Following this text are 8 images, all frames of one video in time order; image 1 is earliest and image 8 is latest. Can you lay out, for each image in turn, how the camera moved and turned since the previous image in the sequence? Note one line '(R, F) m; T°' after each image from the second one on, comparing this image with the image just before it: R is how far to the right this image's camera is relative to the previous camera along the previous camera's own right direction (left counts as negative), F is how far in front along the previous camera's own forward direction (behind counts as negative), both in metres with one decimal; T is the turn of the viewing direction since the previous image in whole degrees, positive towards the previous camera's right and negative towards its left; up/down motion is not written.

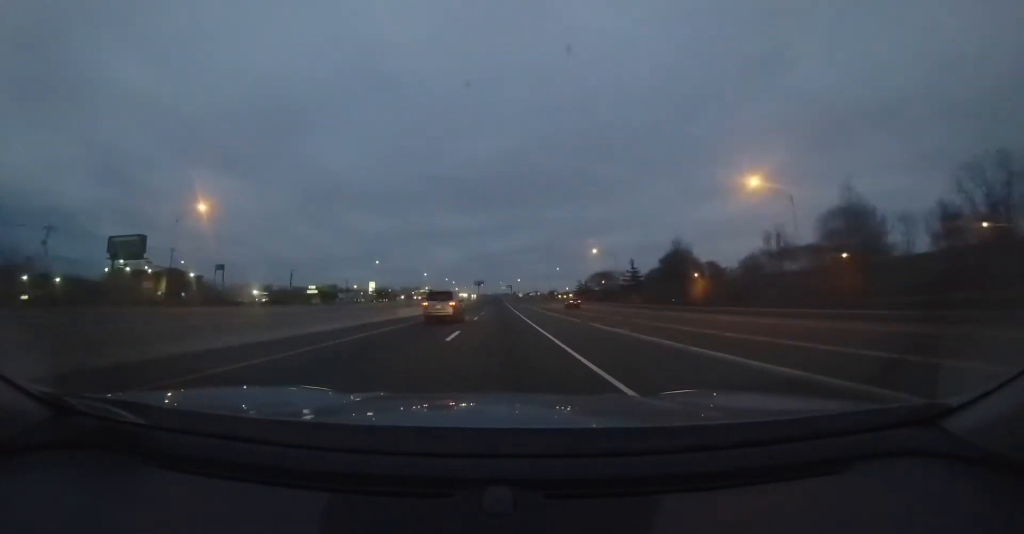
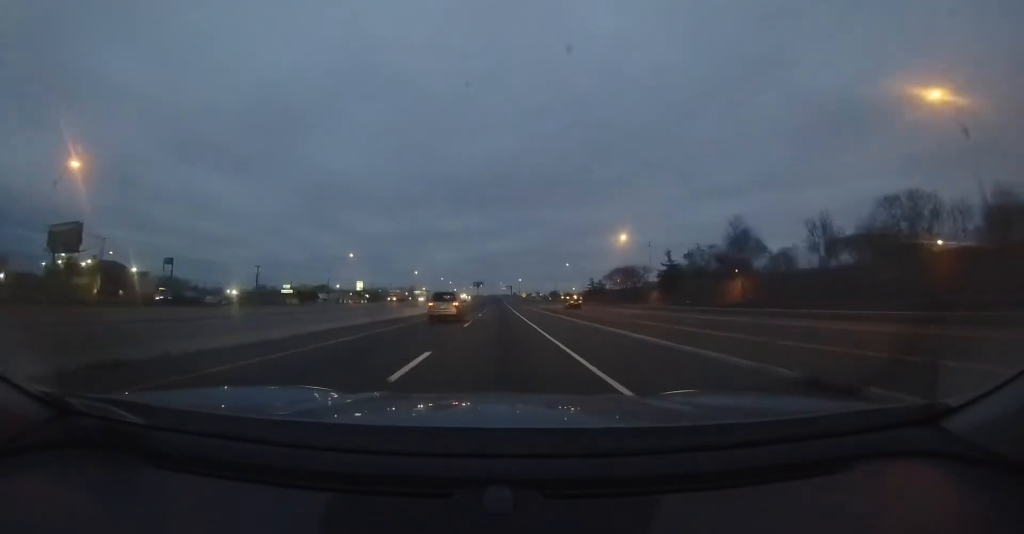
(0.0, +18.2) m; 0°
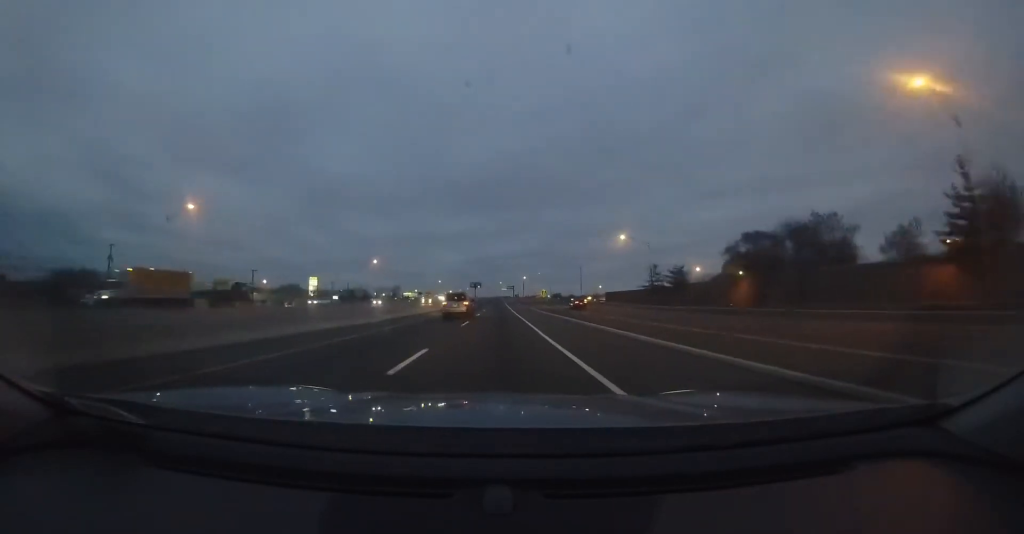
(-0.3, +48.7) m; 0°
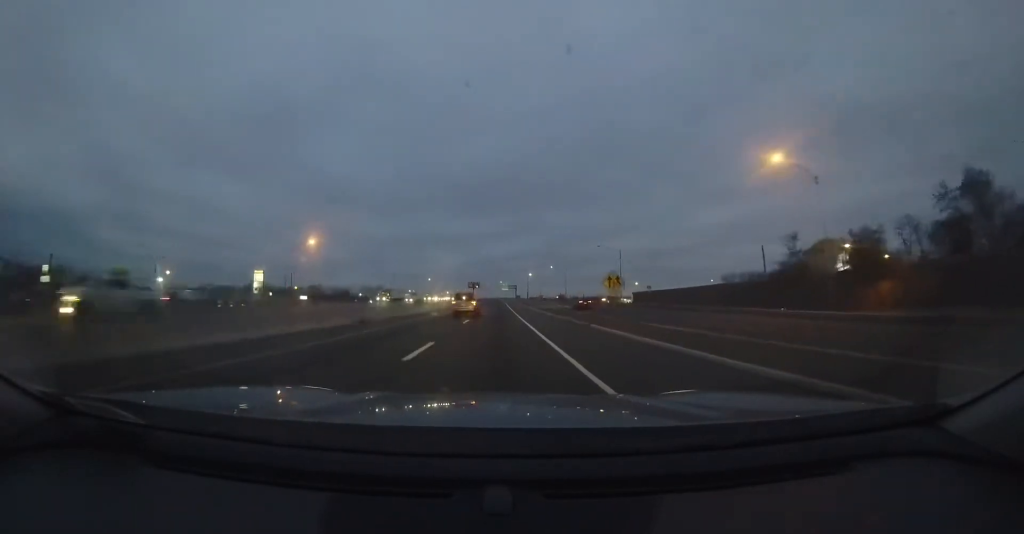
(0.0, +35.2) m; 0°
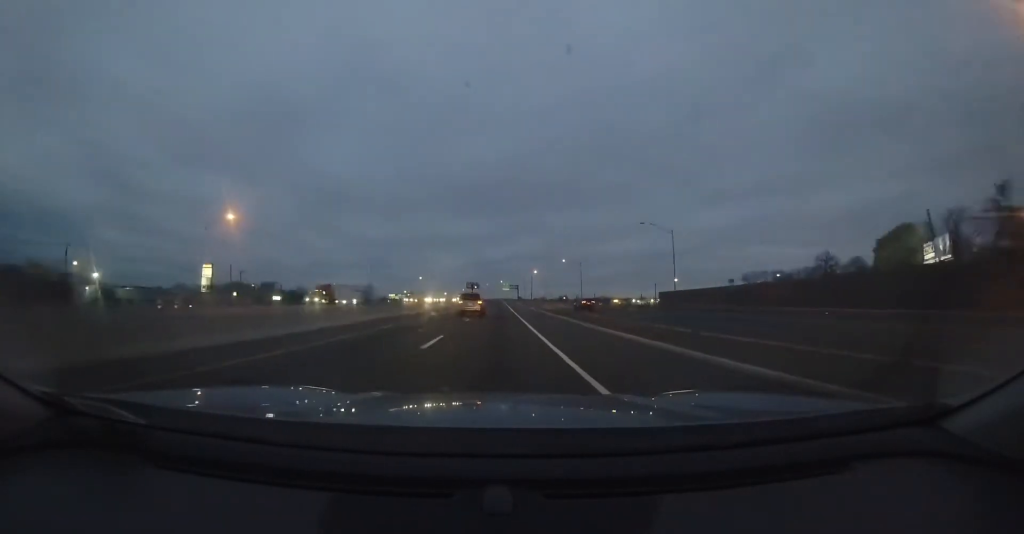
(+0.1, +22.4) m; 0°
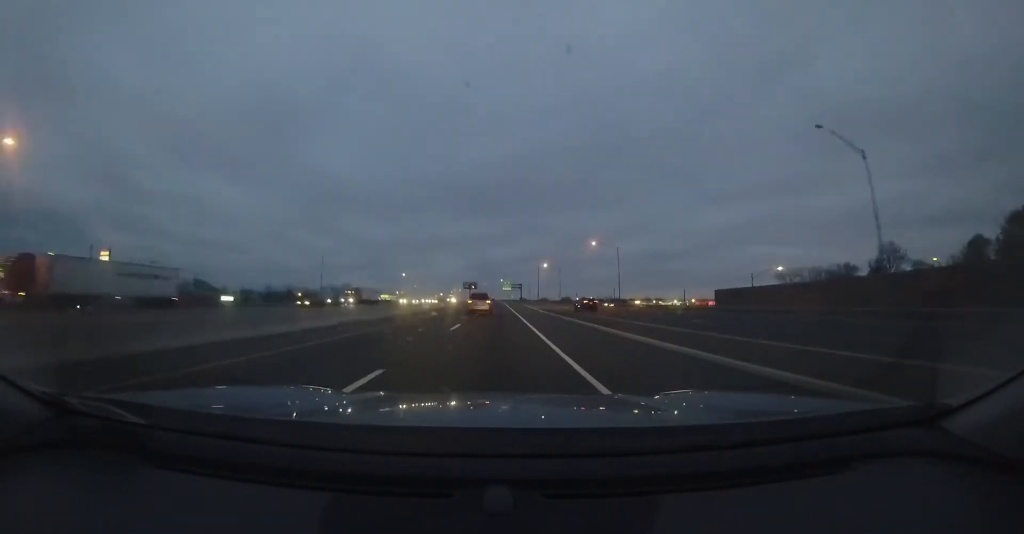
(0.0, +30.8) m; 0°
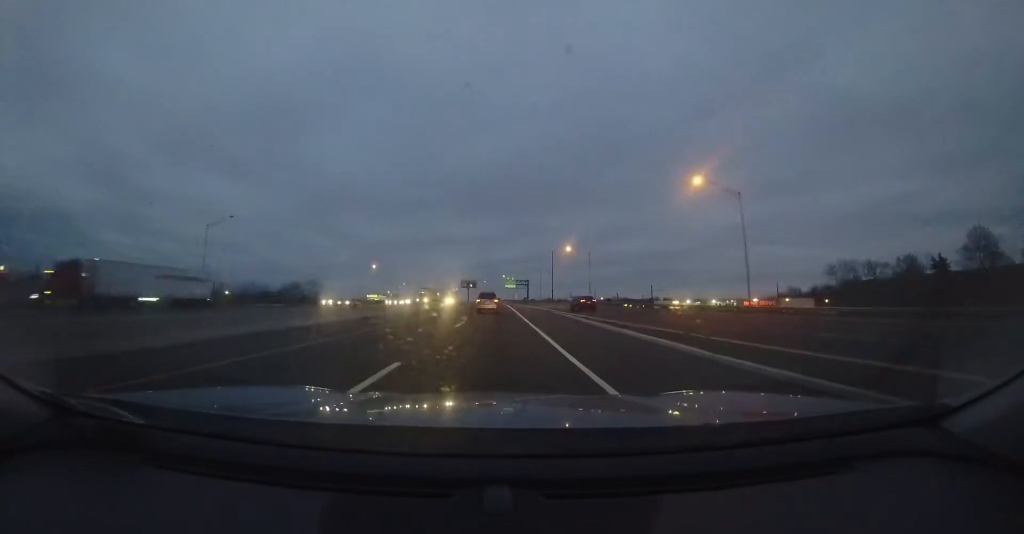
(0.0, +35.3) m; -1°
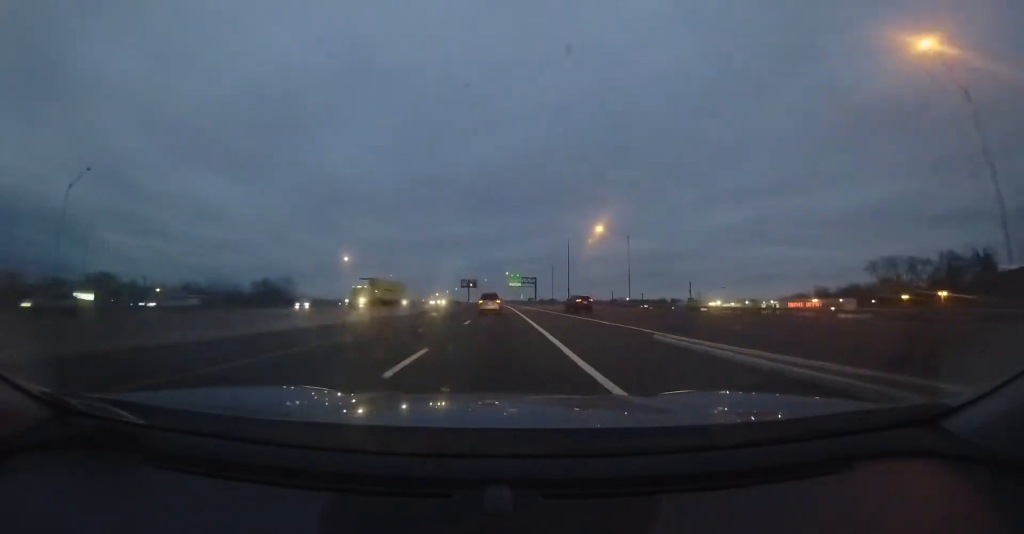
(-0.2, +22.2) m; -1°
